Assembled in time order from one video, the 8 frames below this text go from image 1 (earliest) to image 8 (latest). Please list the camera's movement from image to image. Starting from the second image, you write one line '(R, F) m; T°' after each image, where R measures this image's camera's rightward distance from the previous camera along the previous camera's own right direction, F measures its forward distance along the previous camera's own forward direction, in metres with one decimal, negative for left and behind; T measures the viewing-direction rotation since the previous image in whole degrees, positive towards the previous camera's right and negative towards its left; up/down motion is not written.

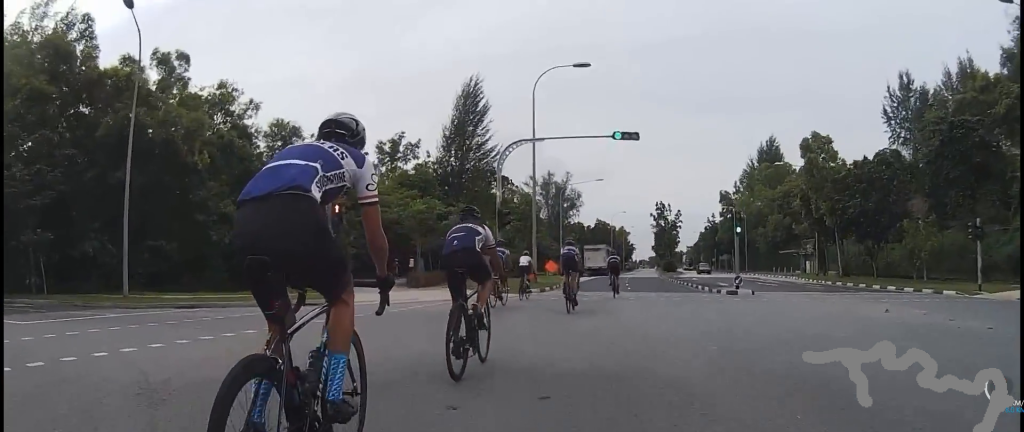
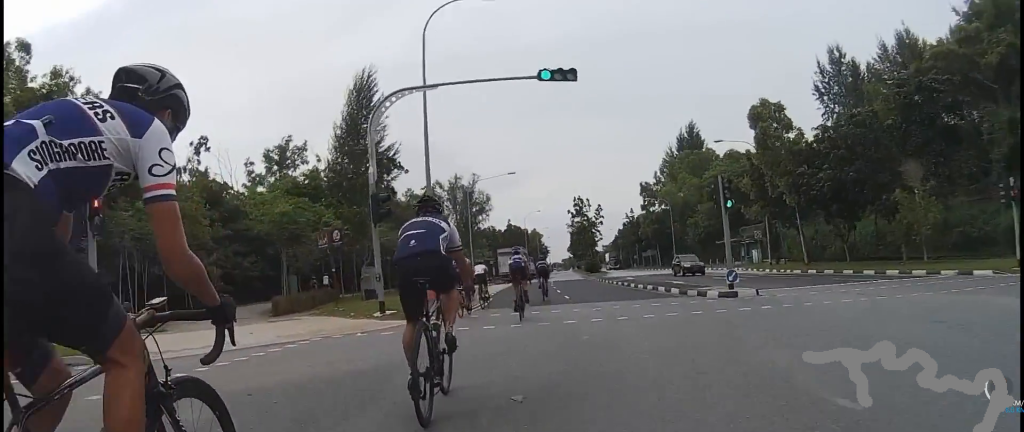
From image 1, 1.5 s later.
(-0.7, +8.6) m; -12°
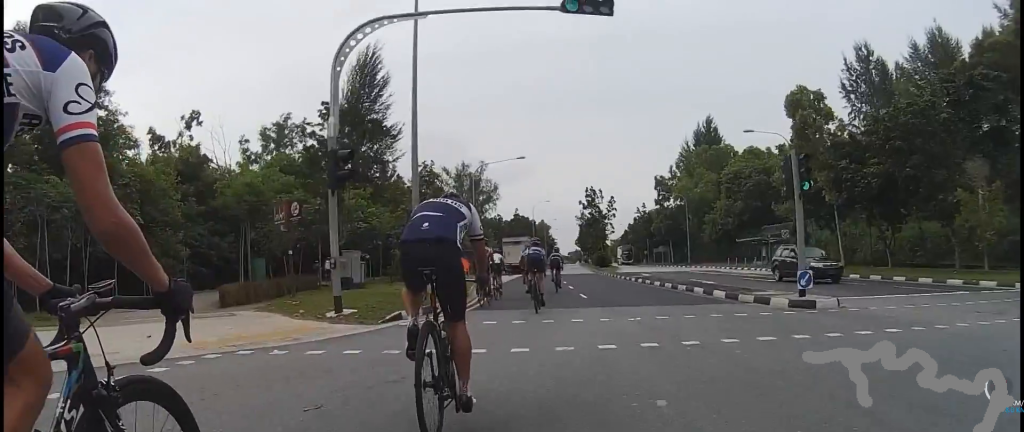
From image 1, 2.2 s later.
(-0.8, +4.3) m; -1°
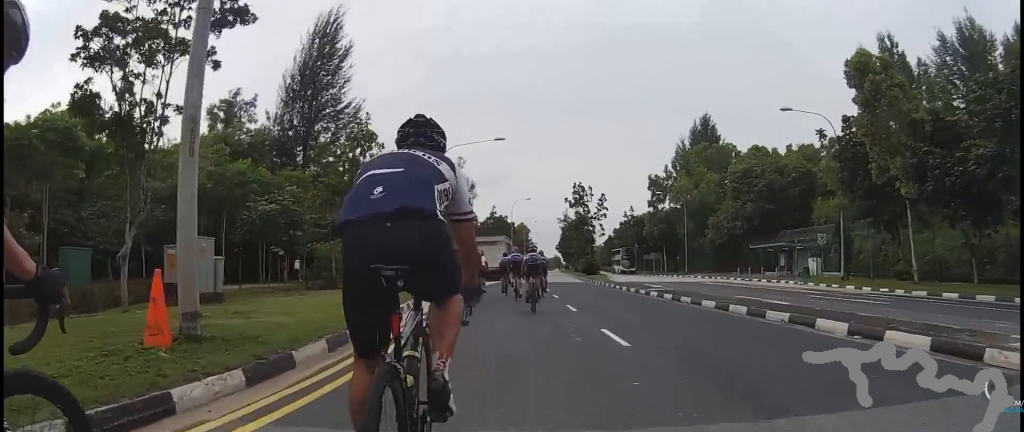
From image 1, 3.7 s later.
(+2.0, +9.8) m; +13°
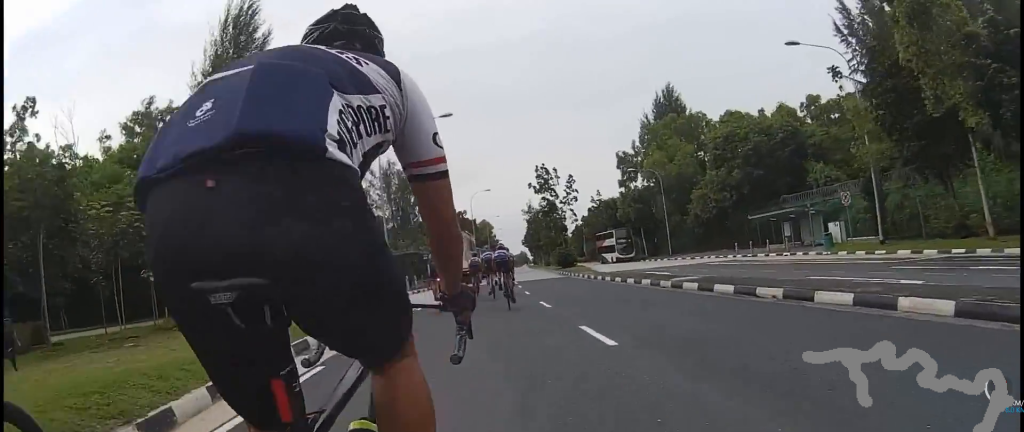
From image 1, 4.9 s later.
(+0.1, +7.3) m; +1°
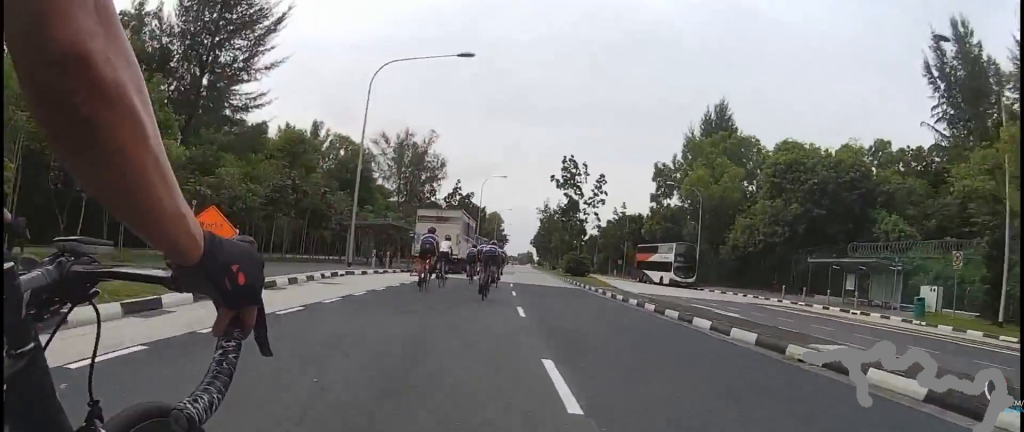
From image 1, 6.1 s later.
(0.0, +8.4) m; 0°
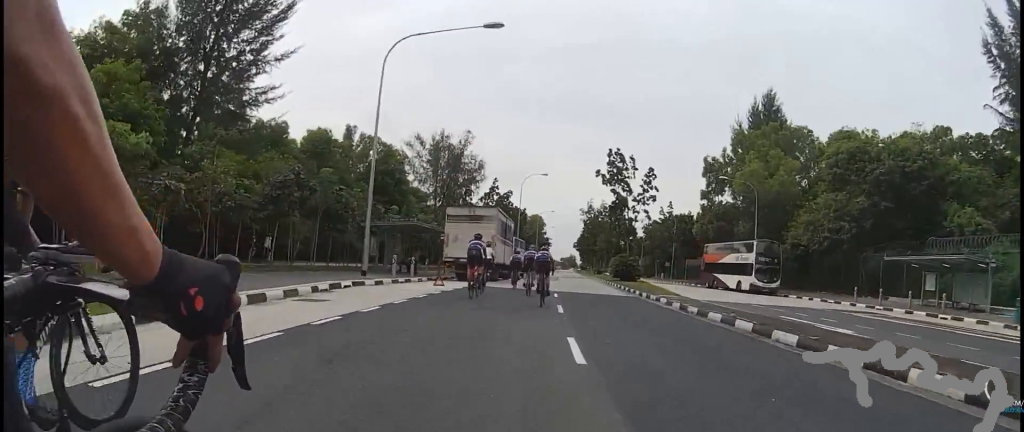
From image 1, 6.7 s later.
(0.0, +4.3) m; 0°
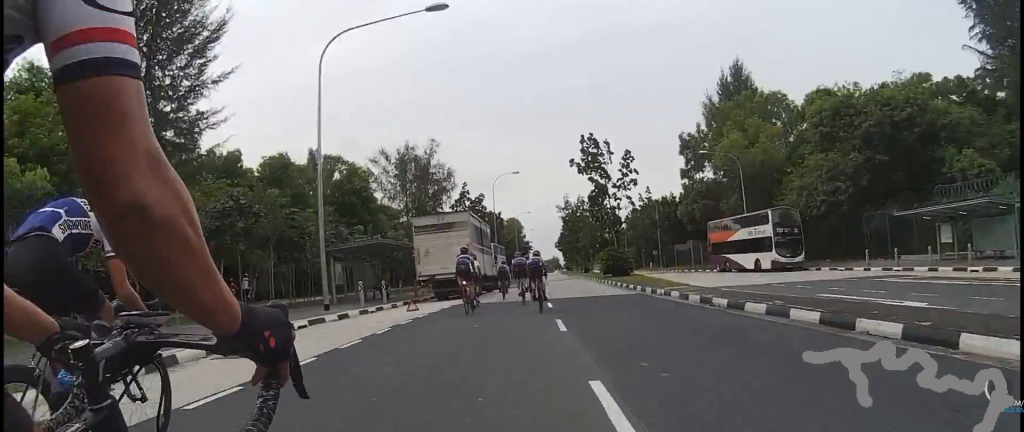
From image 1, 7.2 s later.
(0.0, +3.1) m; 0°
